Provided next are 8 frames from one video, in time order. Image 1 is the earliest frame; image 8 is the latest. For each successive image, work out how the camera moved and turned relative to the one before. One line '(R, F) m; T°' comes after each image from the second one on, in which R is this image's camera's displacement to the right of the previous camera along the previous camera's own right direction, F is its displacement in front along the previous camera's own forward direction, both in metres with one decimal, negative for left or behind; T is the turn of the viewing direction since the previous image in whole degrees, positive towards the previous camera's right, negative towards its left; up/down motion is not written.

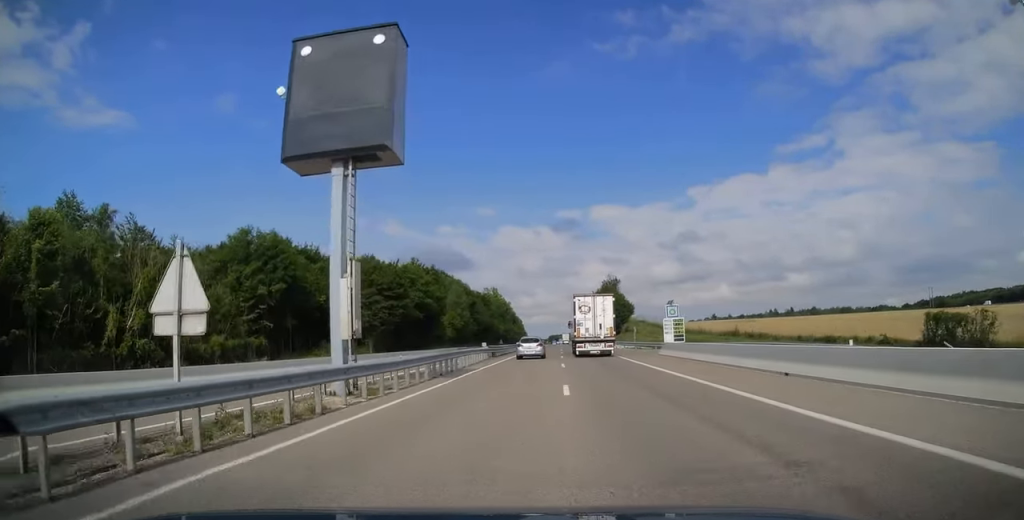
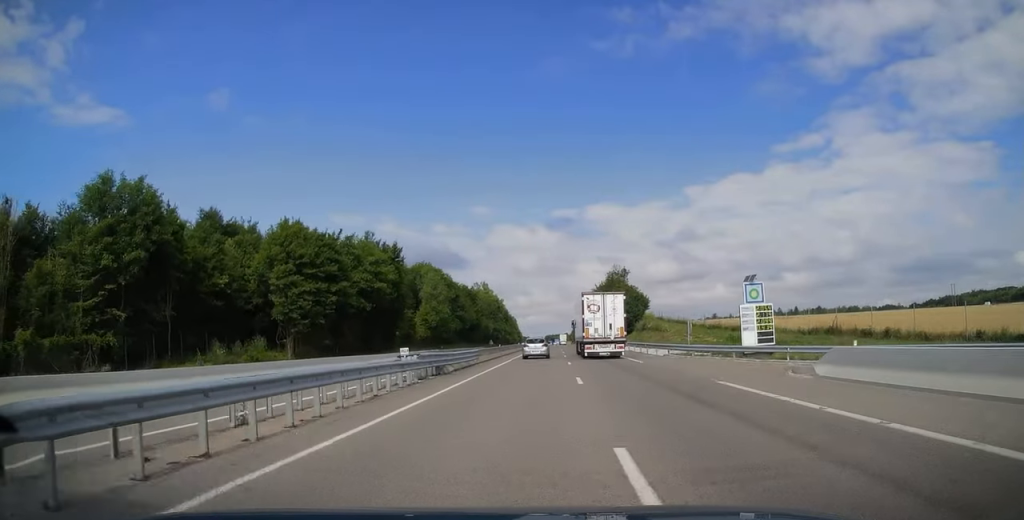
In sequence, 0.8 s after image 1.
(+0.1, +22.9) m; 0°
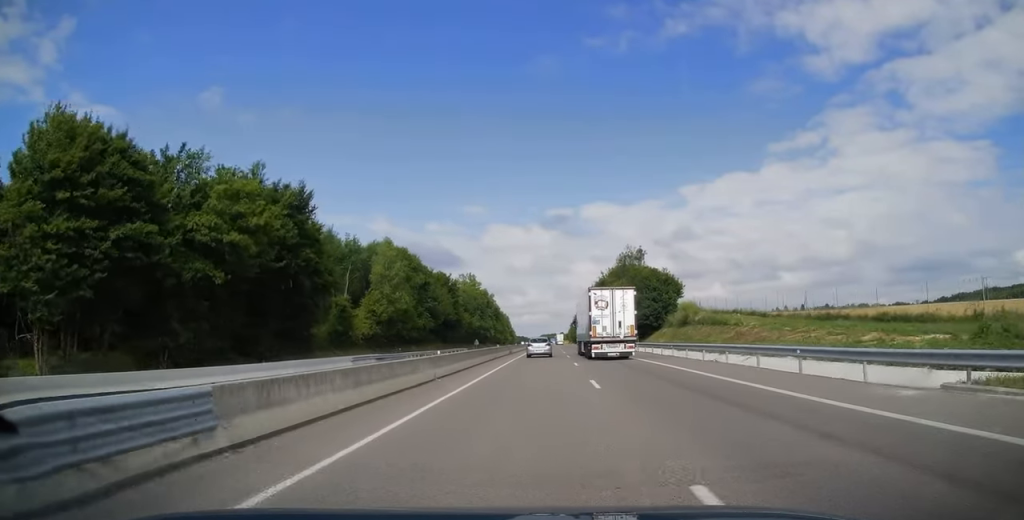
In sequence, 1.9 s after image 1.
(-0.2, +28.6) m; 0°
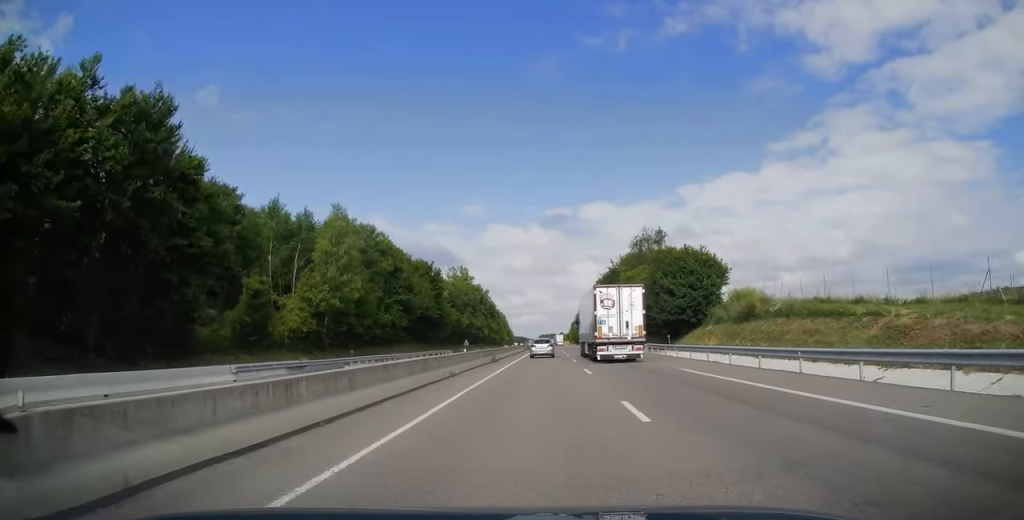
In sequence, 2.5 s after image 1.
(+0.2, +19.7) m; +1°
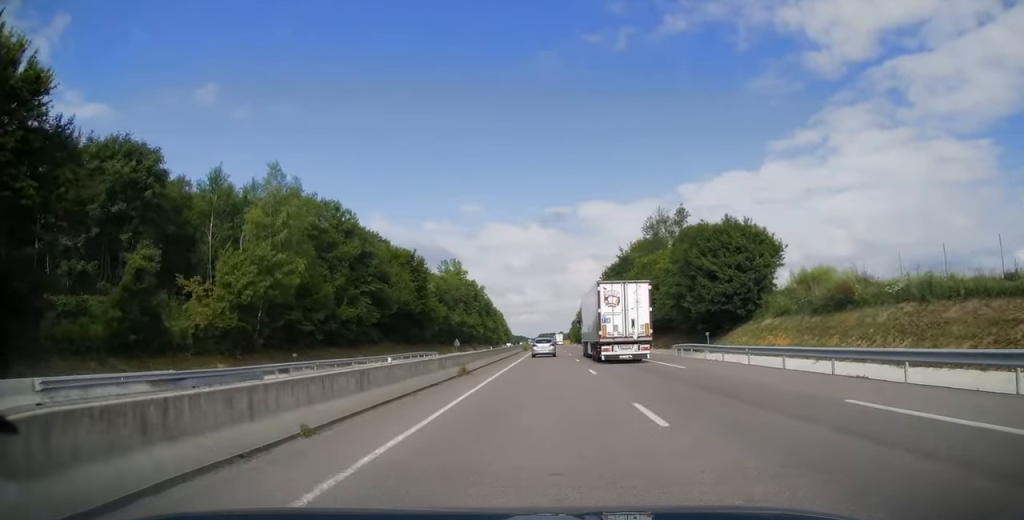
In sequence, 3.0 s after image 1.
(0.0, +14.1) m; 0°
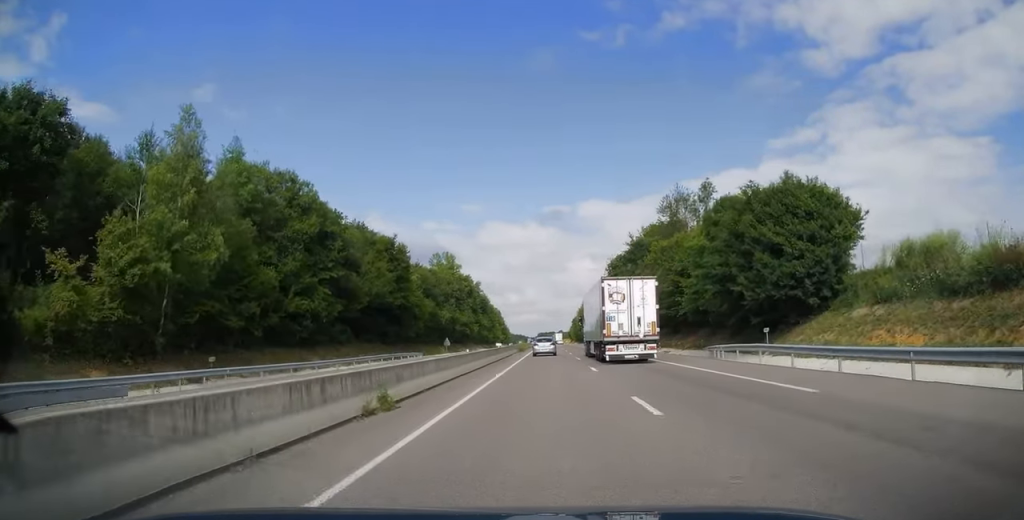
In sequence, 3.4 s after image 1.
(+0.1, +12.2) m; 0°
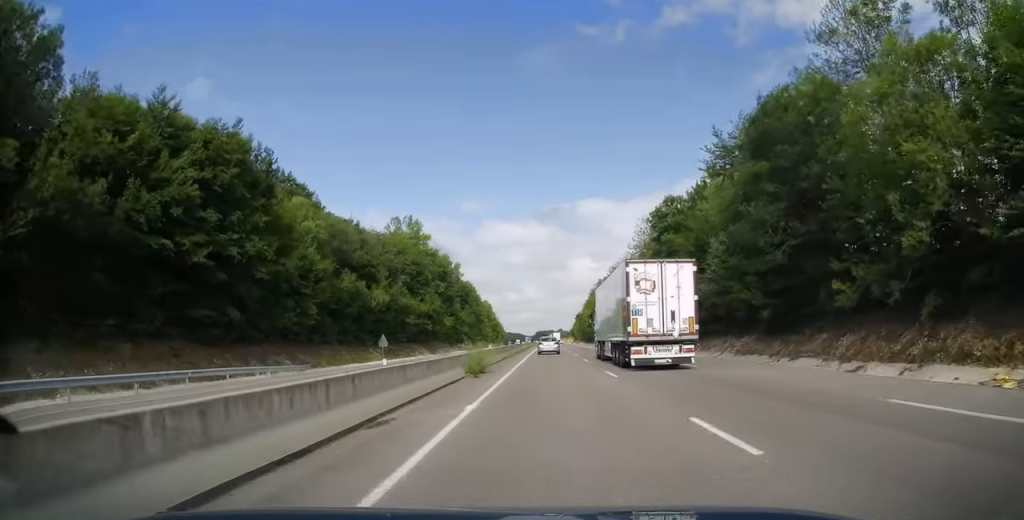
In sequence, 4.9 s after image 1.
(-0.4, +43.7) m; 0°
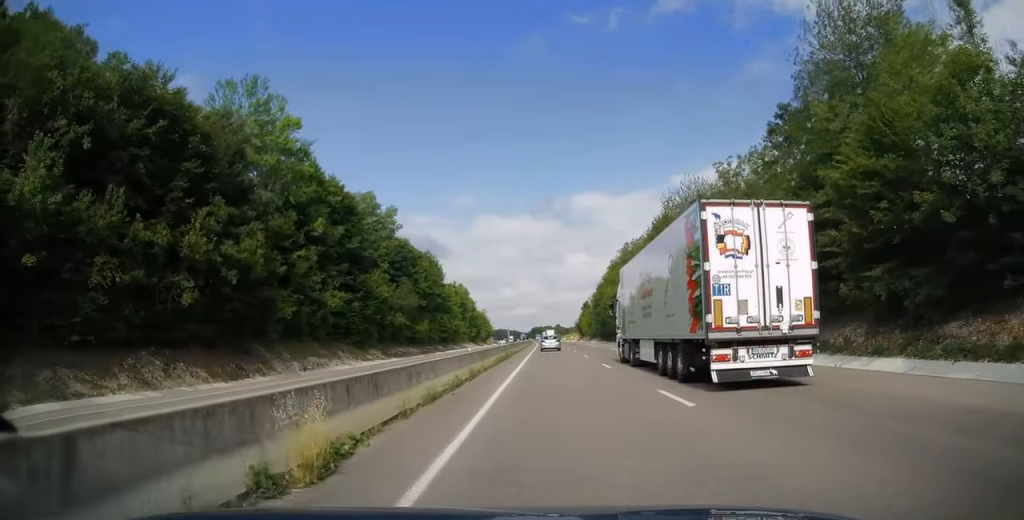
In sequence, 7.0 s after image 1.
(+1.0, +61.6) m; +1°
